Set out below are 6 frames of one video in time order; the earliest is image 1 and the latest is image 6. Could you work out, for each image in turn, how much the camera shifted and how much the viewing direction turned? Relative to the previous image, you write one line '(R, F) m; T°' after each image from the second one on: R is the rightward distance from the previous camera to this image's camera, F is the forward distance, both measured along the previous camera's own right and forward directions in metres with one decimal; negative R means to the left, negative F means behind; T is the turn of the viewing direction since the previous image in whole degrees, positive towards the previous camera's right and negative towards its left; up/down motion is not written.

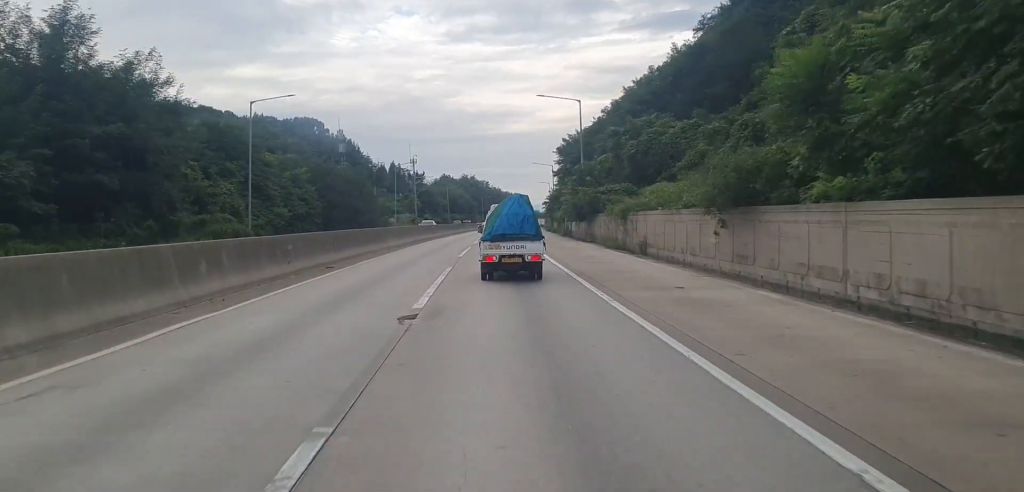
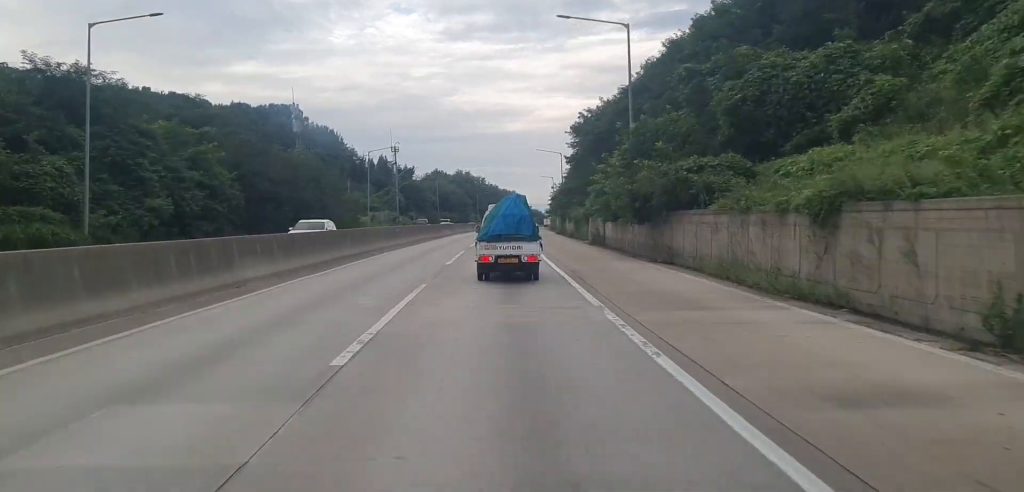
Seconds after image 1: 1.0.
(+0.1, +23.7) m; 0°
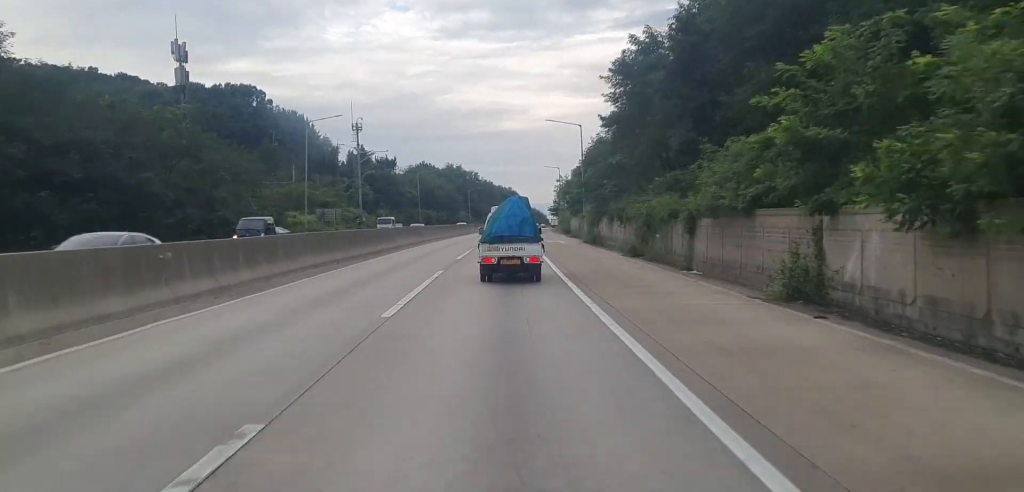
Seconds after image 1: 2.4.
(-0.1, +35.5) m; 0°
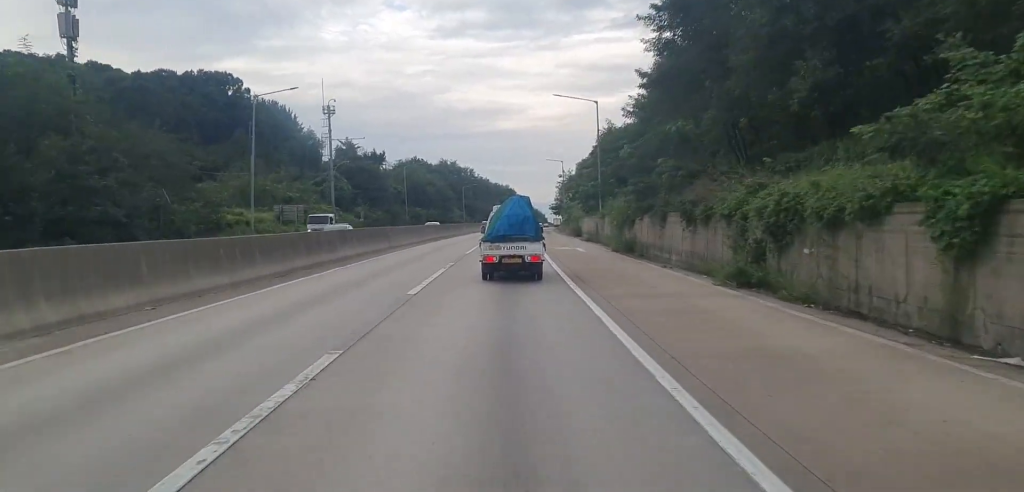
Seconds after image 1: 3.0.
(0.0, +15.3) m; +1°
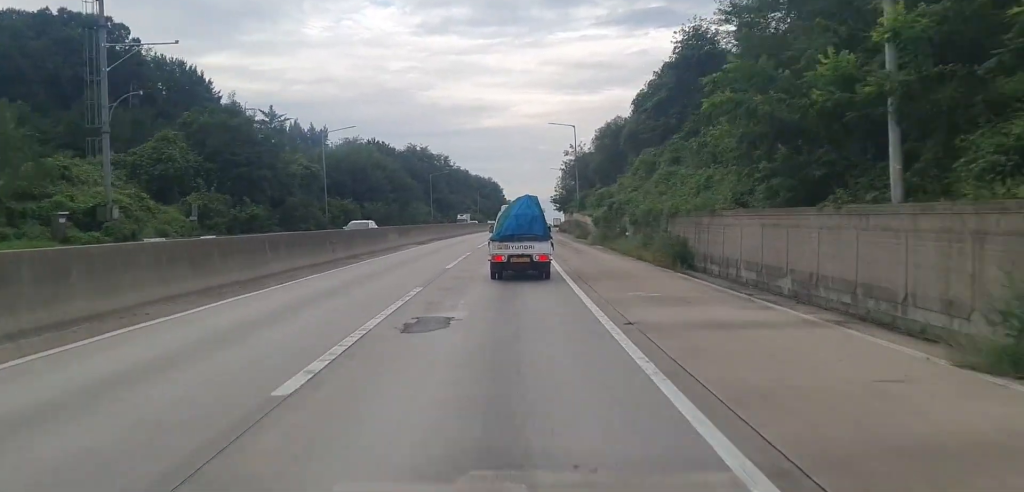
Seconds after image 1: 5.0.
(+1.0, +47.4) m; +2°
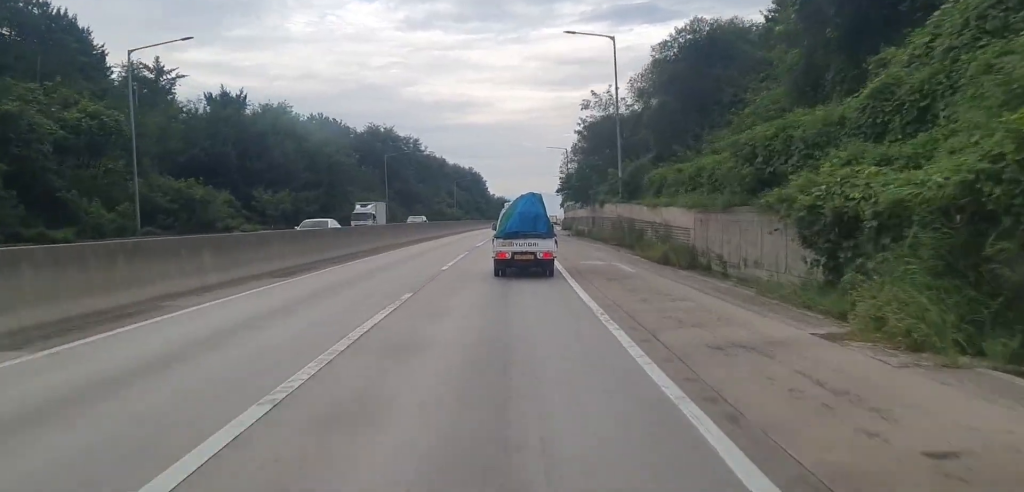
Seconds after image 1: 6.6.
(+0.1, +41.6) m; 0°
